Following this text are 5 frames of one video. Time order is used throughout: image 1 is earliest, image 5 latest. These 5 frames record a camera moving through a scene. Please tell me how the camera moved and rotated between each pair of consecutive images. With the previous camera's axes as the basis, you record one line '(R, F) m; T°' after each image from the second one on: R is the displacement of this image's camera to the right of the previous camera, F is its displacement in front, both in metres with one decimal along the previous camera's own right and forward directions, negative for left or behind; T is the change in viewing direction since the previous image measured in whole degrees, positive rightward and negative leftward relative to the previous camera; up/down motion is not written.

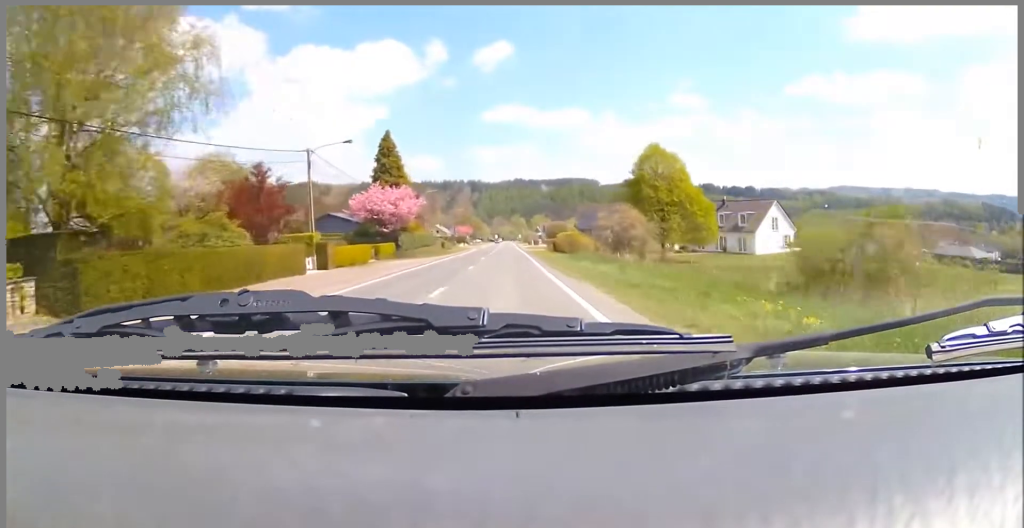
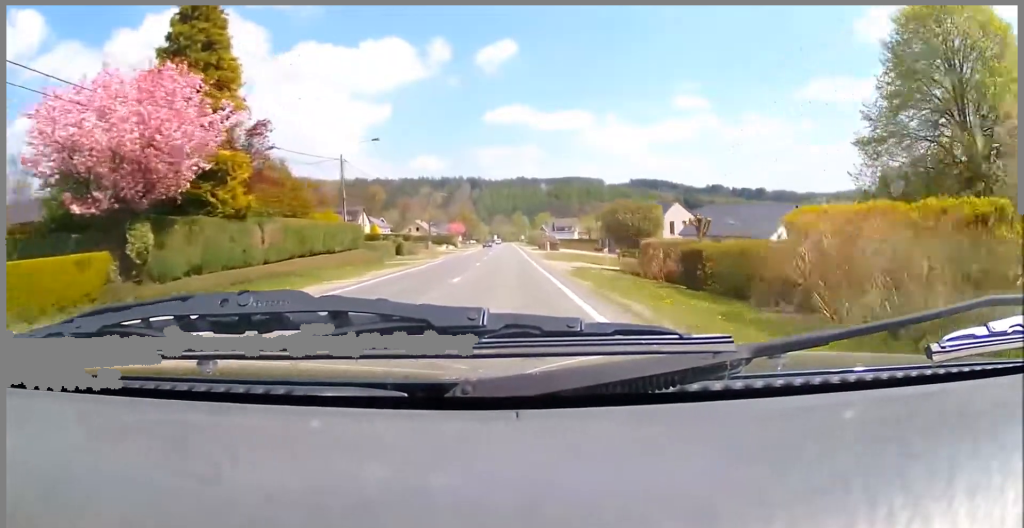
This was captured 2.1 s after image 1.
(-0.1, +45.3) m; 0°
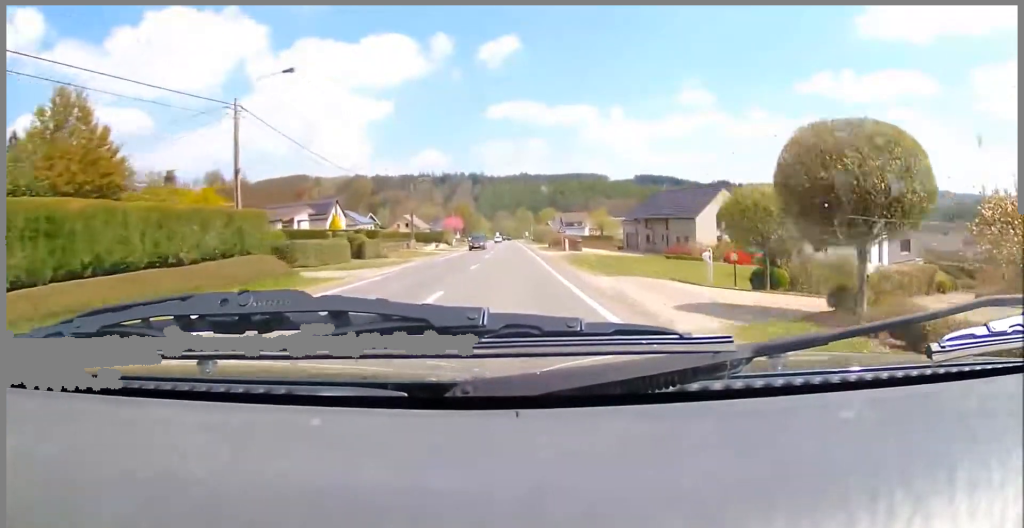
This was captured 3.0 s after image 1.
(0.0, +19.3) m; +1°
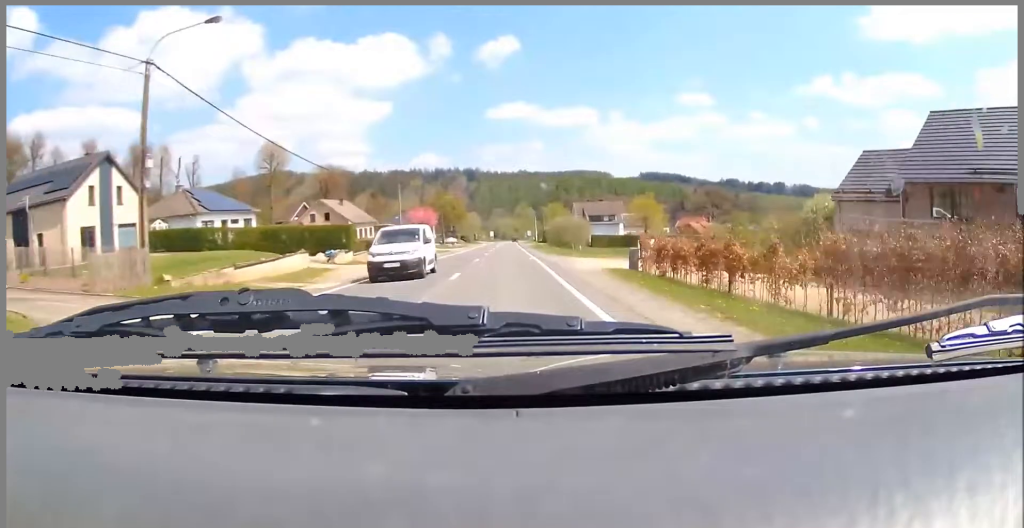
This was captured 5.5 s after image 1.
(+1.5, +57.9) m; +1°
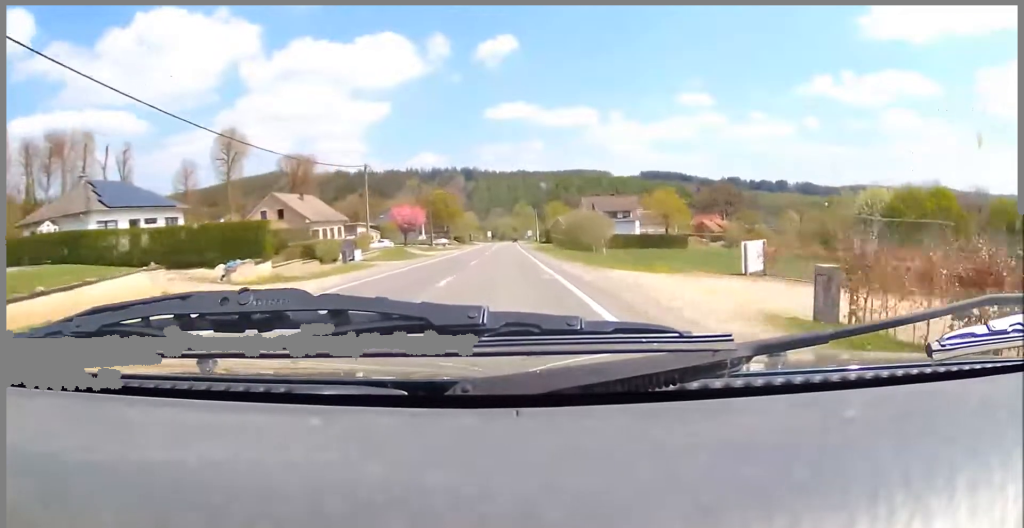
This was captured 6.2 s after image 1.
(0.0, +16.1) m; 0°
